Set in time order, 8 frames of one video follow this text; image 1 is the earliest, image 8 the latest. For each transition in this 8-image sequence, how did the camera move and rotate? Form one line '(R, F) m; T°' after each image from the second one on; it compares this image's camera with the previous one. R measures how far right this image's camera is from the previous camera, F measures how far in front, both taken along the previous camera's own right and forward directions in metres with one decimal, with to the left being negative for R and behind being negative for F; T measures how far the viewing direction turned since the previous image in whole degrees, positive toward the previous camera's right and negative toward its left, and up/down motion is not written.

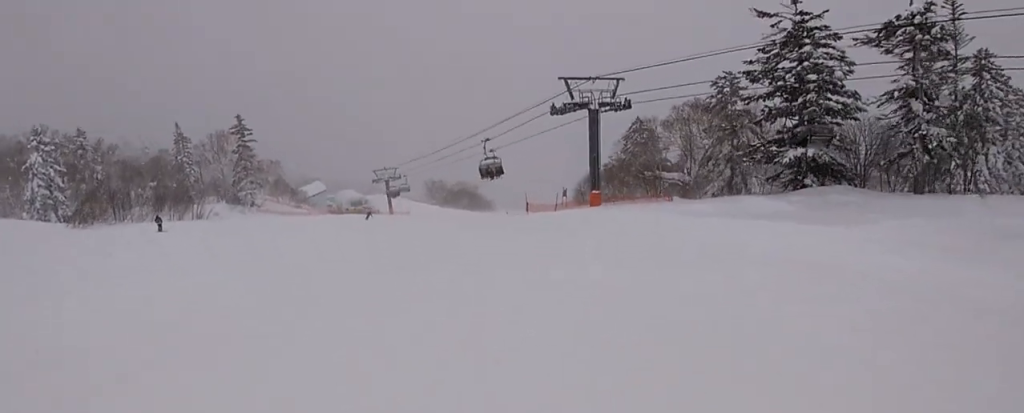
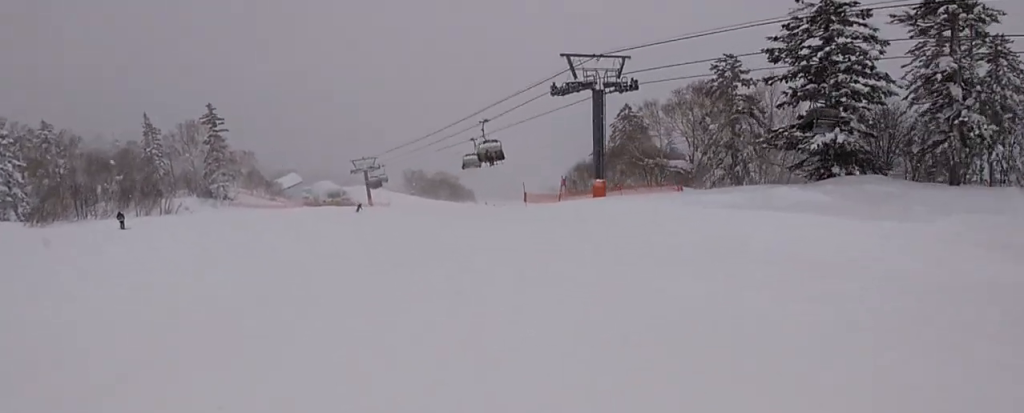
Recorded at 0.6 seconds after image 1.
(+1.0, +3.7) m; +2°
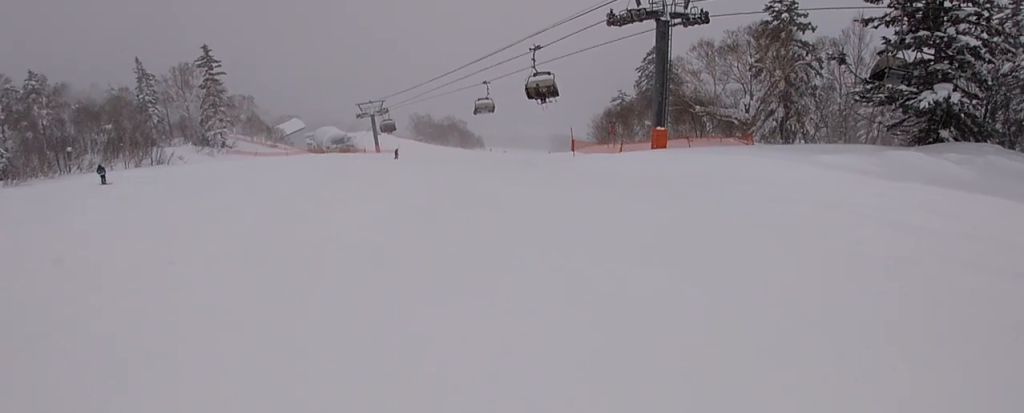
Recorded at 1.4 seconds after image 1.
(-0.1, +5.6) m; +1°
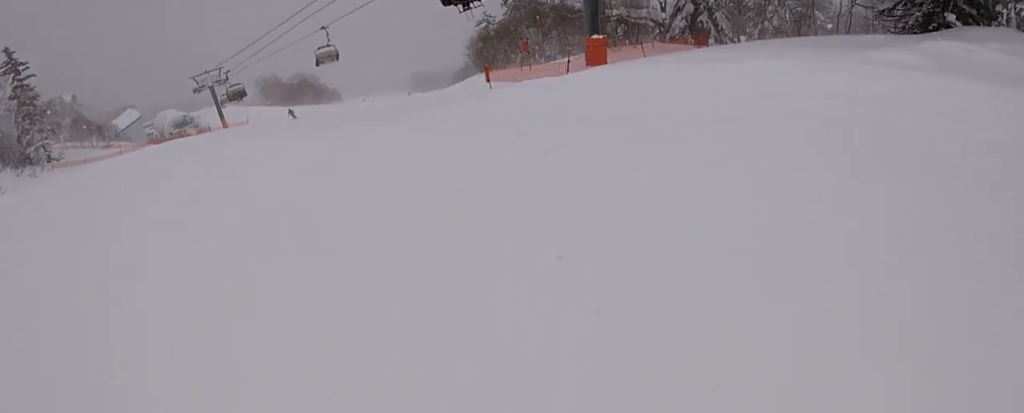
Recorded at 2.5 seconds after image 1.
(+0.2, +7.9) m; +8°
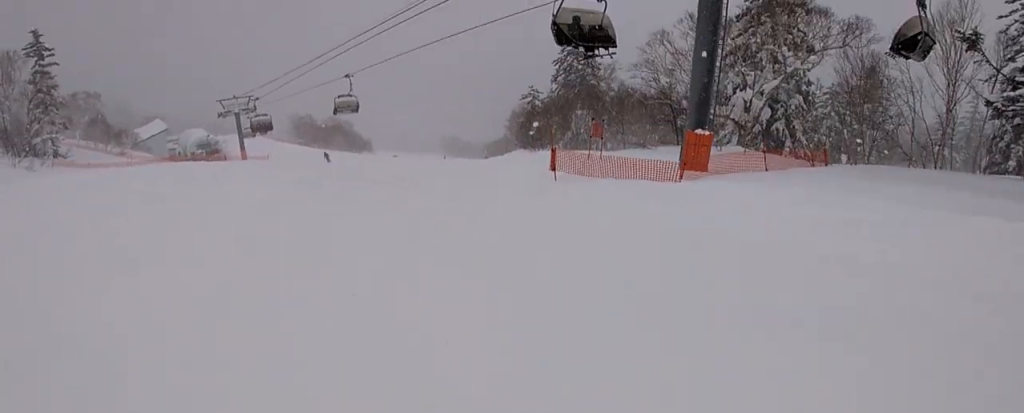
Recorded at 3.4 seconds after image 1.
(+0.5, +6.6) m; 0°
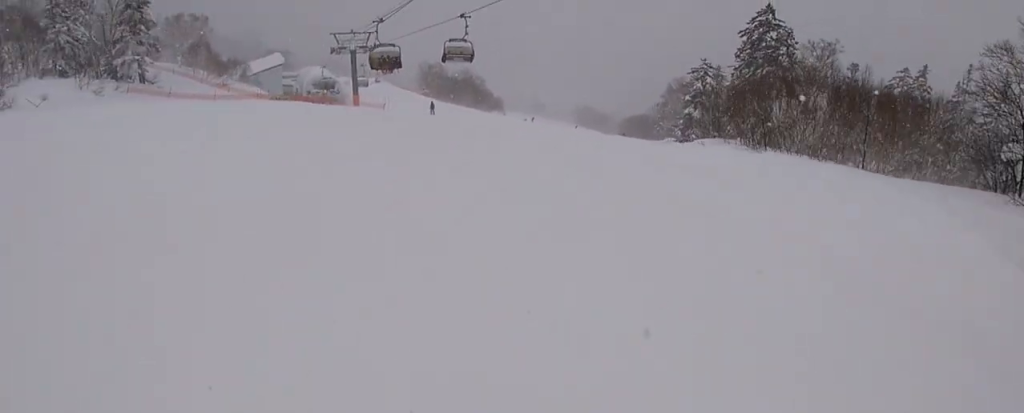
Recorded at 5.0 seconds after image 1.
(-2.1, +13.4) m; -14°
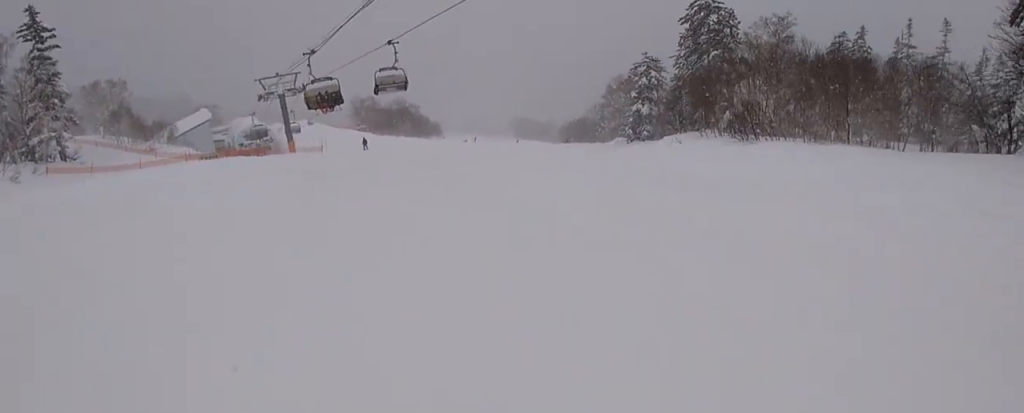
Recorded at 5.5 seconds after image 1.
(-0.2, +4.0) m; +9°
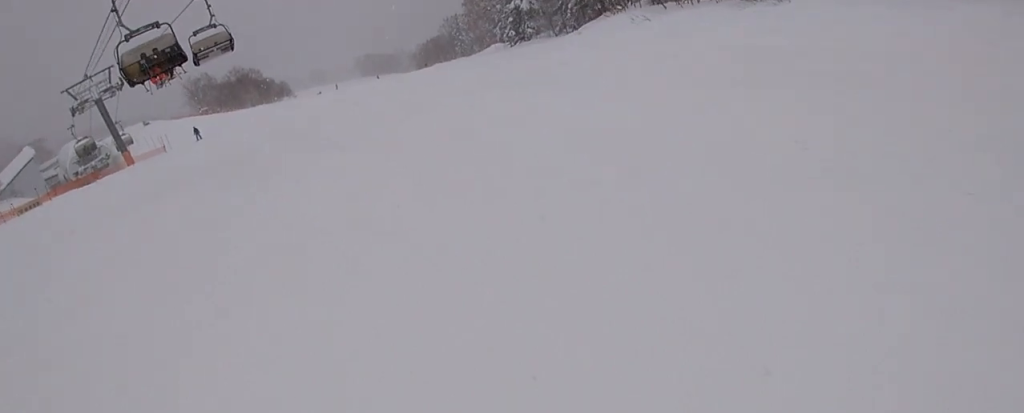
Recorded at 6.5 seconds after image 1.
(+1.8, +8.7) m; +20°
